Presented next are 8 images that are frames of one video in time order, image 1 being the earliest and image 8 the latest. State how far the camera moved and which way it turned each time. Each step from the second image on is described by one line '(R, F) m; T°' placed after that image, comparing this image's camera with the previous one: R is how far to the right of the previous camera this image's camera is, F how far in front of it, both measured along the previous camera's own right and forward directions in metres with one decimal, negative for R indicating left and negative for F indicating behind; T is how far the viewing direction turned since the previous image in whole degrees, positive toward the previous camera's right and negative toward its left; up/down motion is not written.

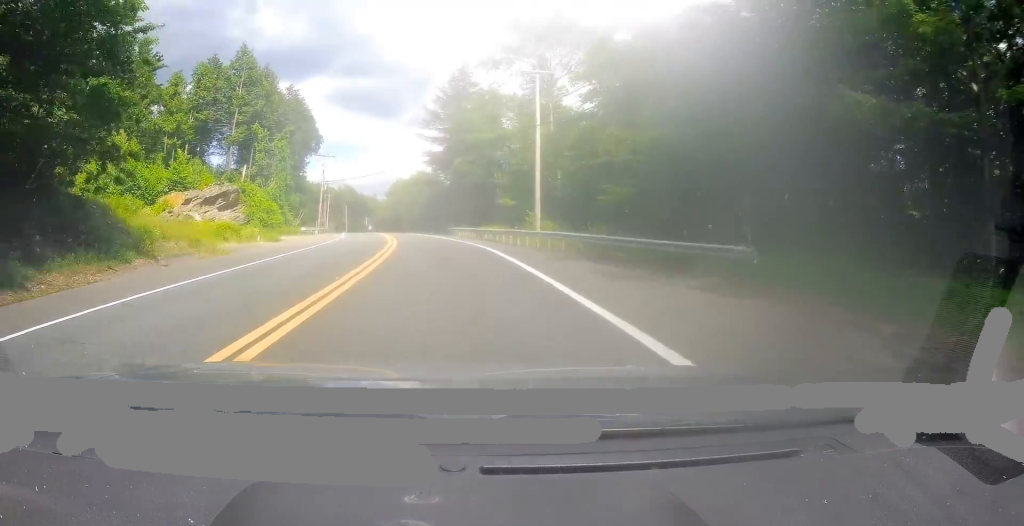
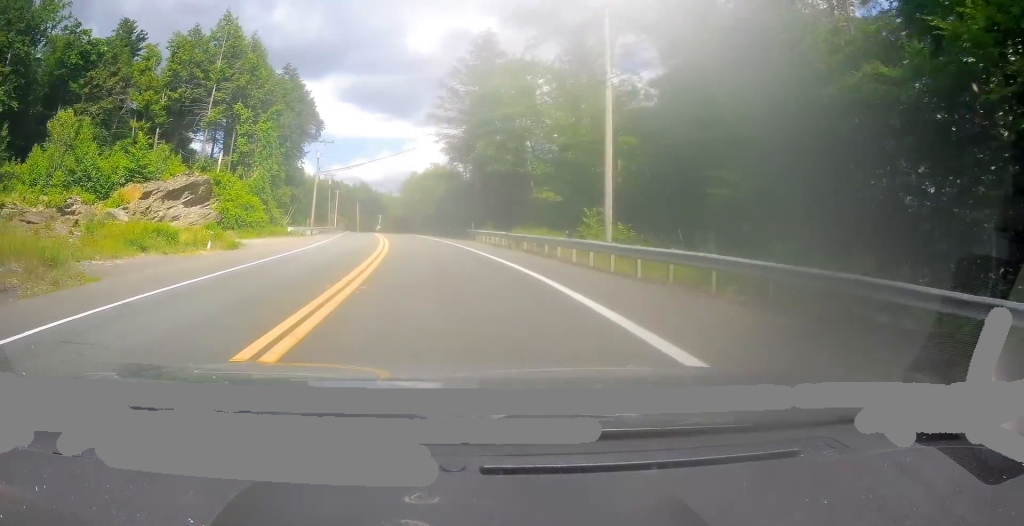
(-0.4, +13.0) m; -2°
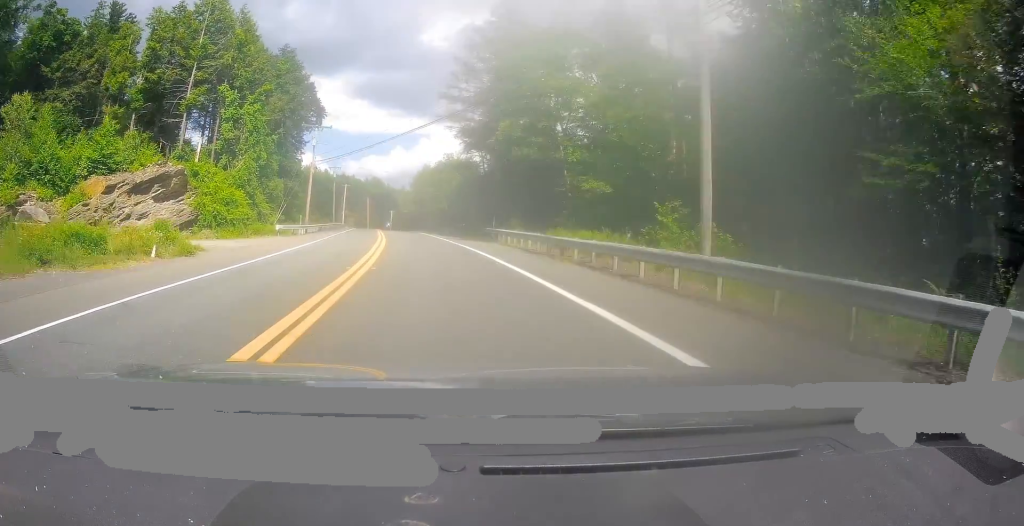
(0.0, +7.8) m; -1°
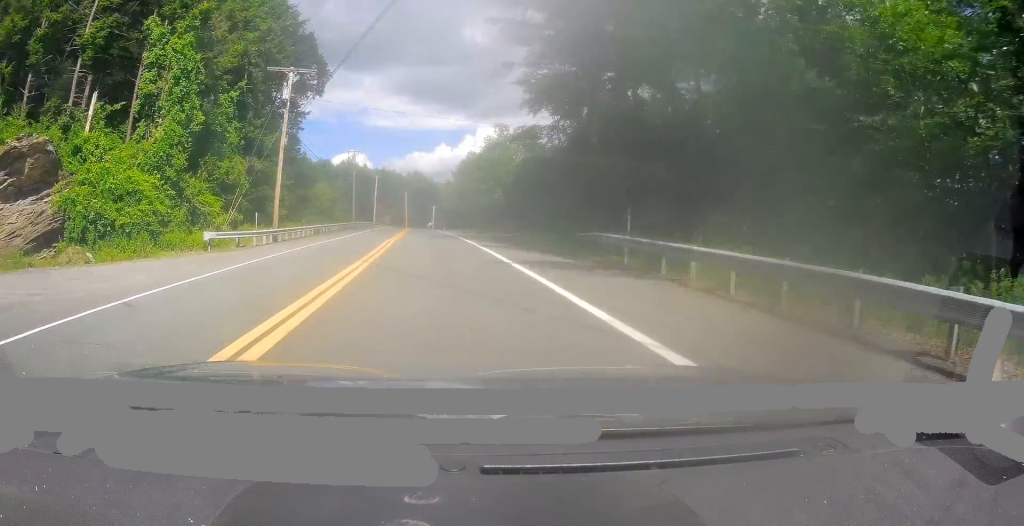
(-0.9, +23.1) m; -4°
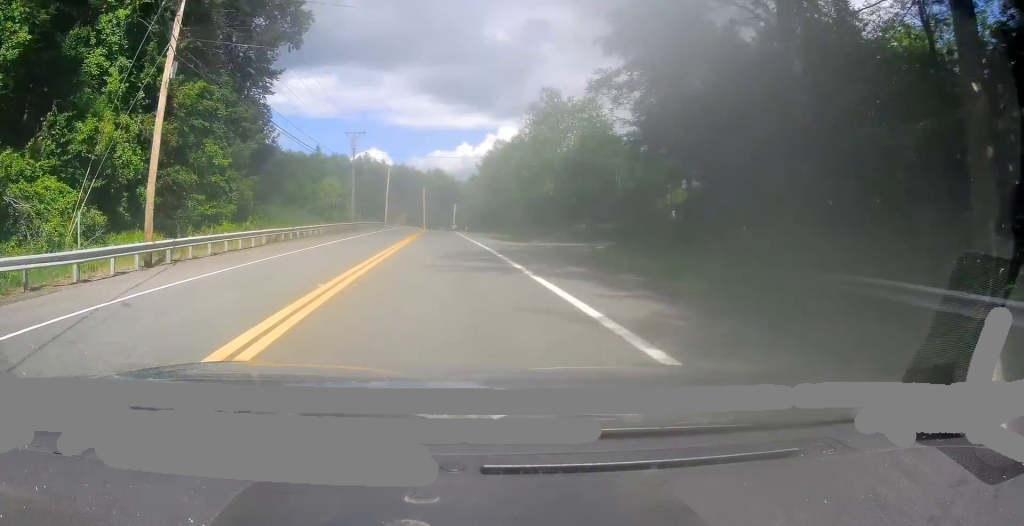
(-0.4, +17.6) m; -3°
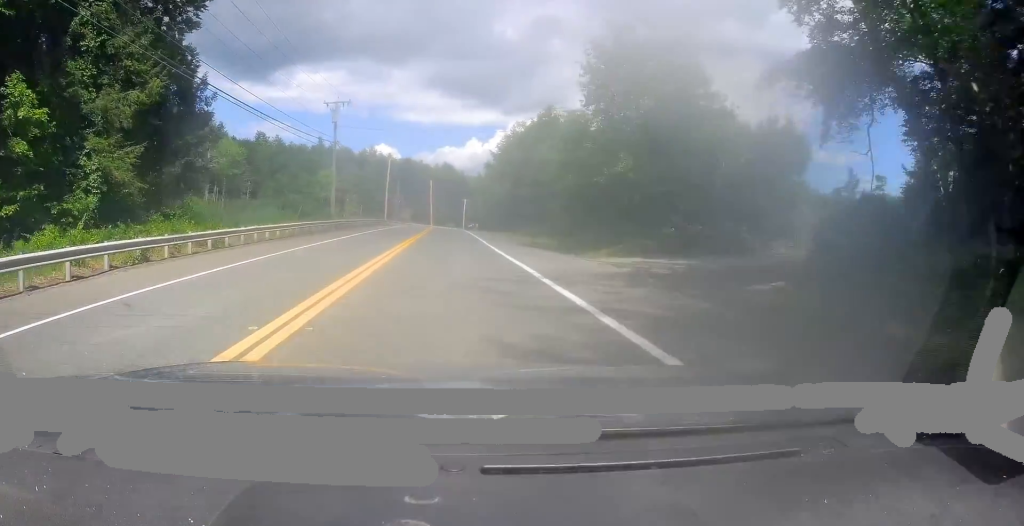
(-0.4, +16.0) m; -1°
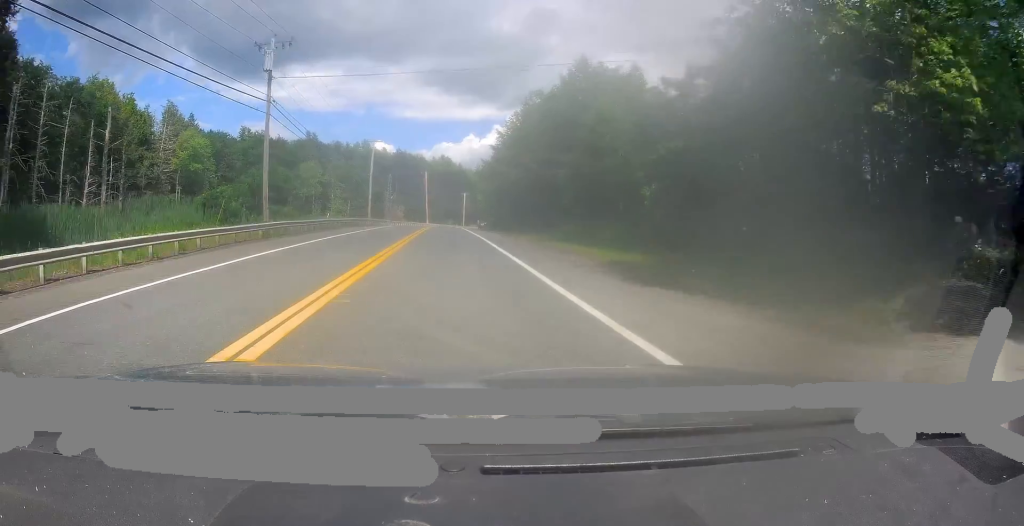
(0.0, +18.2) m; 0°
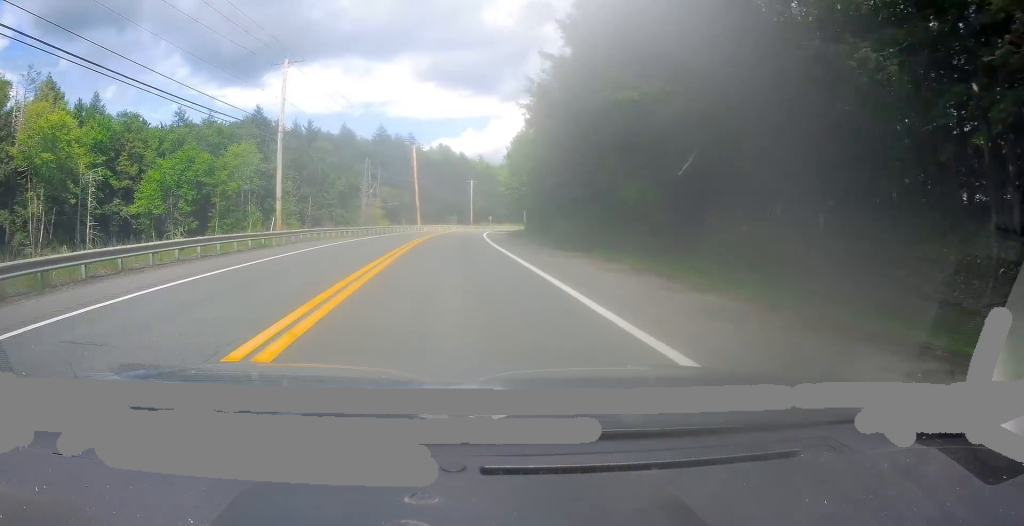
(0.0, +44.0) m; +1°
